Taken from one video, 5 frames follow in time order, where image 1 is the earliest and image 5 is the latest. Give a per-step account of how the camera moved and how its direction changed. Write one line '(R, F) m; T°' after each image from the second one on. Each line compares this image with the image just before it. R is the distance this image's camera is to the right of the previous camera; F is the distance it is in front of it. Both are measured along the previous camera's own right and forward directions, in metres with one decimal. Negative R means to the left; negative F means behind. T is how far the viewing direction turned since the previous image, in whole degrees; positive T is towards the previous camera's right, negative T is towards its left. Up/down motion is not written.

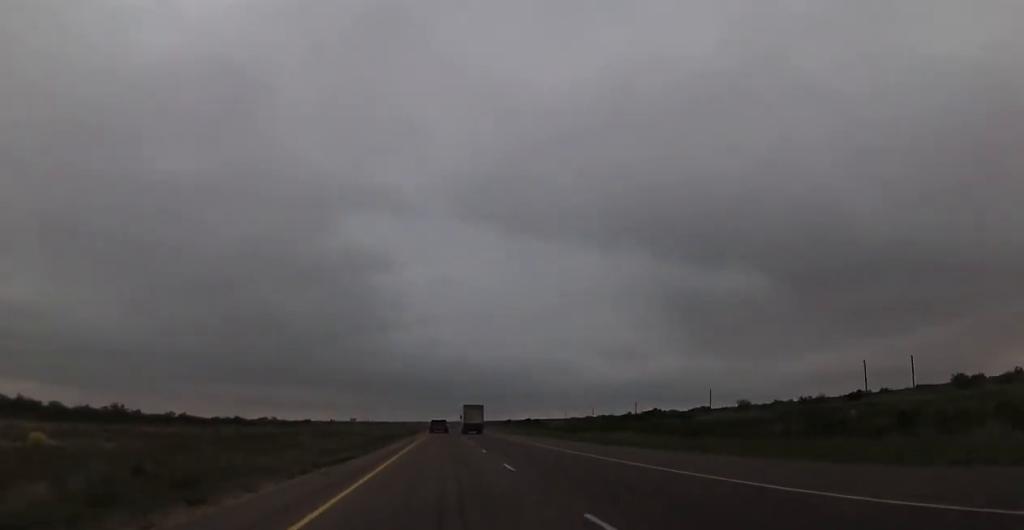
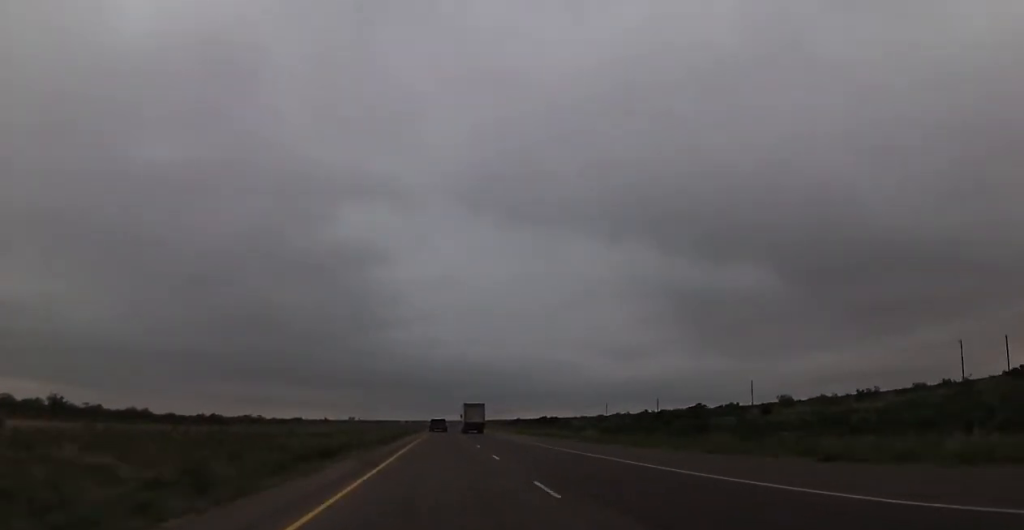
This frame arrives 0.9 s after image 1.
(-0.2, +31.3) m; -1°
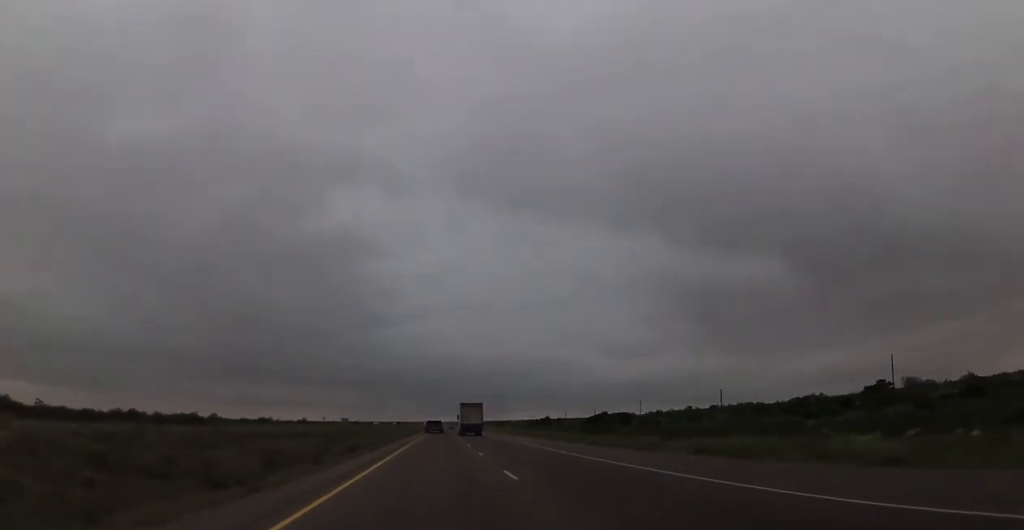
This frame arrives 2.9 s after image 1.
(0.0, +68.6) m; +1°
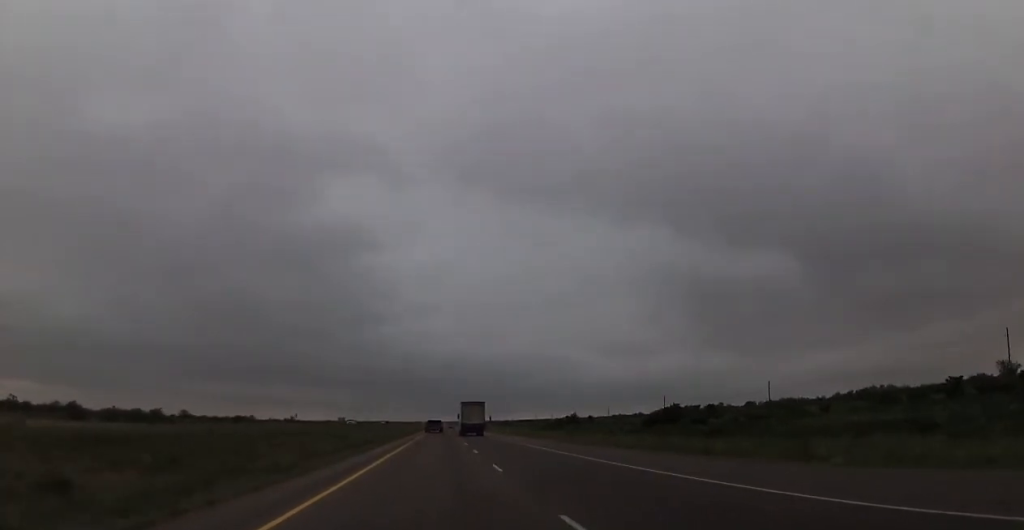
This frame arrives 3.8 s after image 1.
(+0.2, +33.7) m; 0°
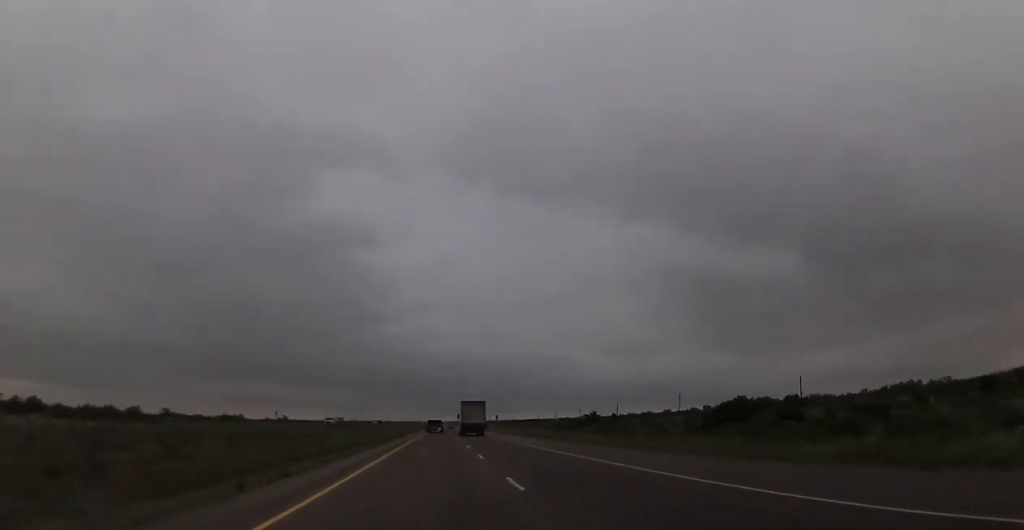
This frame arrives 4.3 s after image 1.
(0.0, +17.5) m; 0°
